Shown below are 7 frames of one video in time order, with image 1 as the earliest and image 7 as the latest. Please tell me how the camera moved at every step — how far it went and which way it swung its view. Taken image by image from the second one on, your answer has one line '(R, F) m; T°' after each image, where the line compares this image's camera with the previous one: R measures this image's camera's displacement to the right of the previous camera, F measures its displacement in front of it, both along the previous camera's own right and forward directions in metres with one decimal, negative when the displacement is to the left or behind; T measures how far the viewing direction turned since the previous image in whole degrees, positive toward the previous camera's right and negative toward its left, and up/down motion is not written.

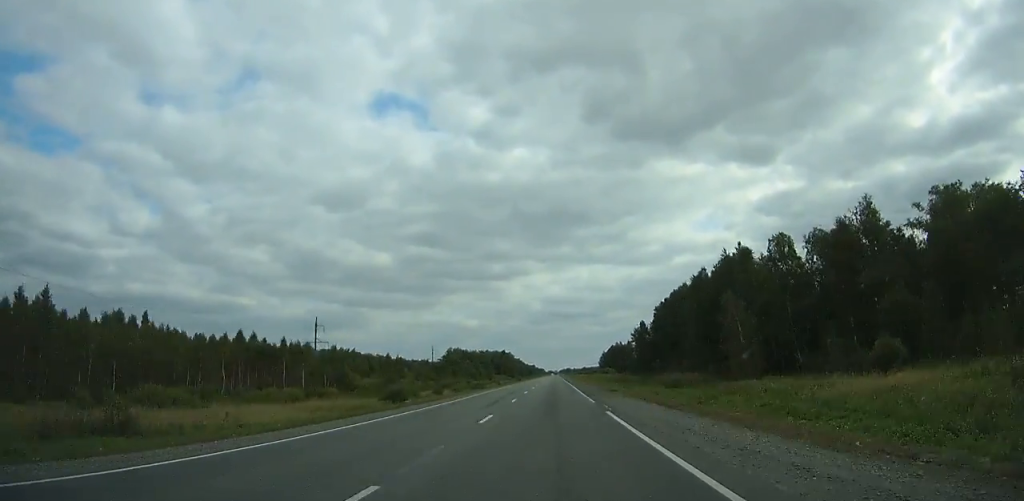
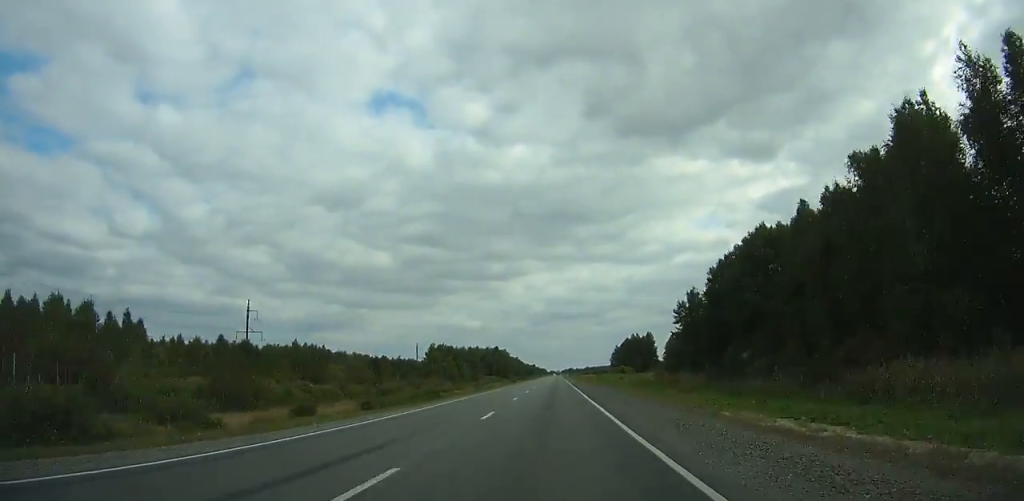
(+0.1, +46.7) m; 0°
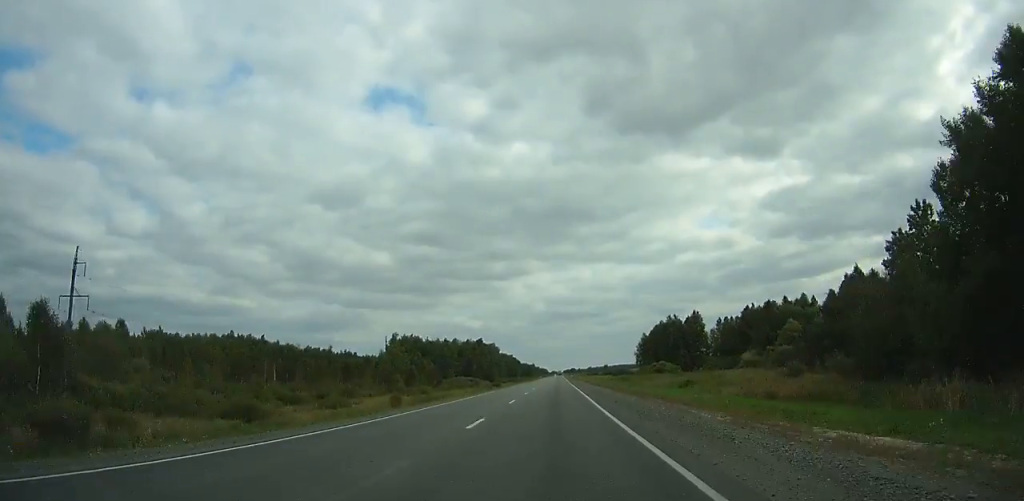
(-0.1, +62.8) m; 0°
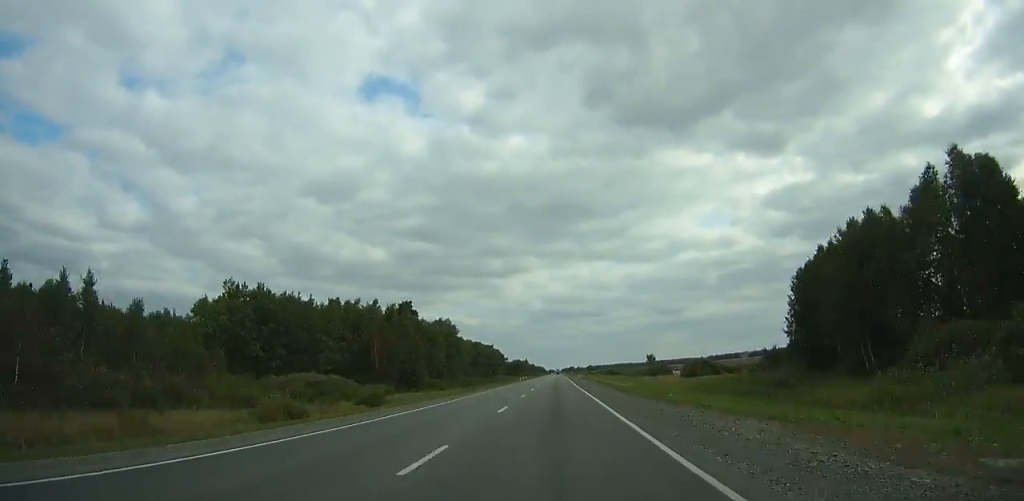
(-0.3, +100.6) m; 0°
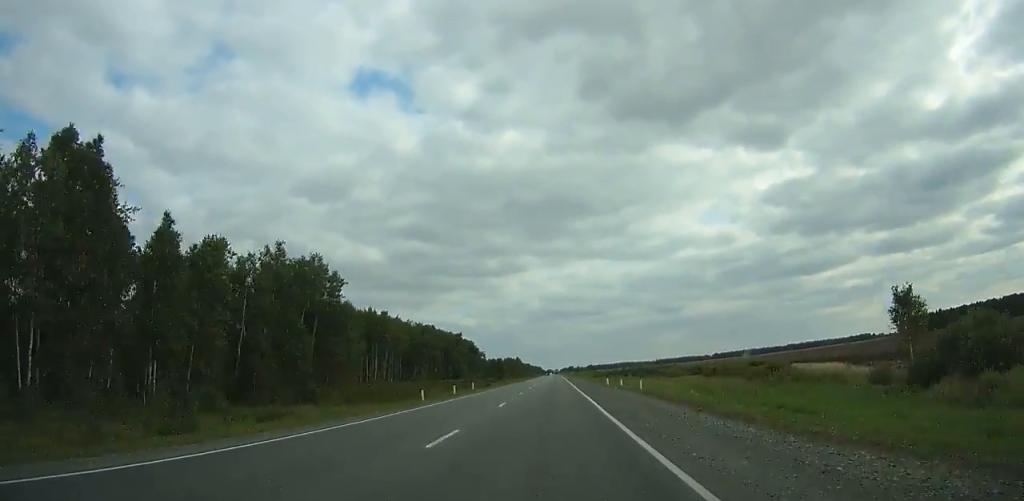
(+0.4, +82.1) m; 0°
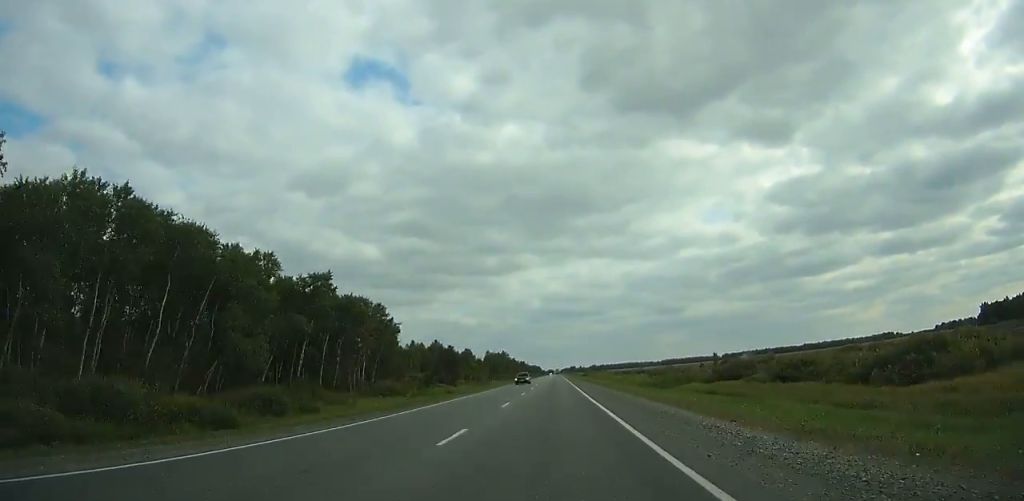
(+0.1, +107.1) m; 0°
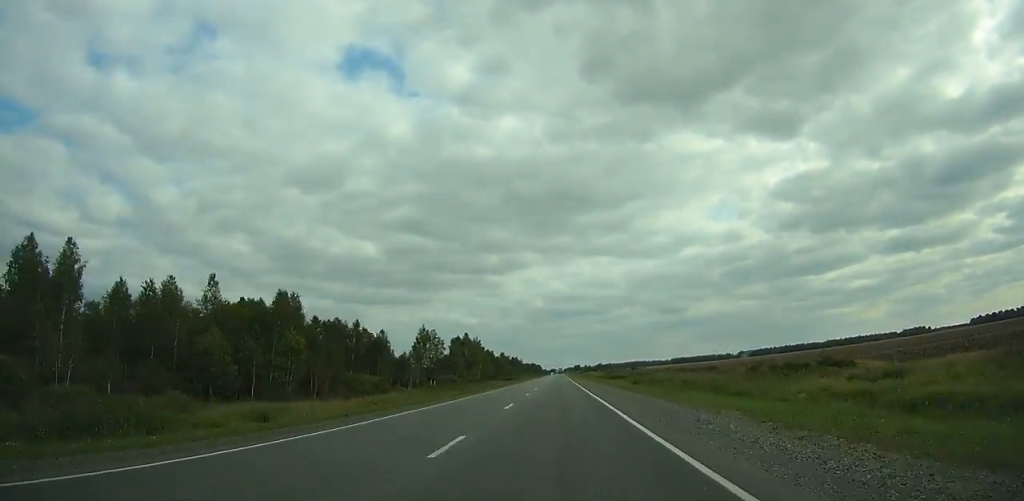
(-0.2, +122.6) m; 0°
